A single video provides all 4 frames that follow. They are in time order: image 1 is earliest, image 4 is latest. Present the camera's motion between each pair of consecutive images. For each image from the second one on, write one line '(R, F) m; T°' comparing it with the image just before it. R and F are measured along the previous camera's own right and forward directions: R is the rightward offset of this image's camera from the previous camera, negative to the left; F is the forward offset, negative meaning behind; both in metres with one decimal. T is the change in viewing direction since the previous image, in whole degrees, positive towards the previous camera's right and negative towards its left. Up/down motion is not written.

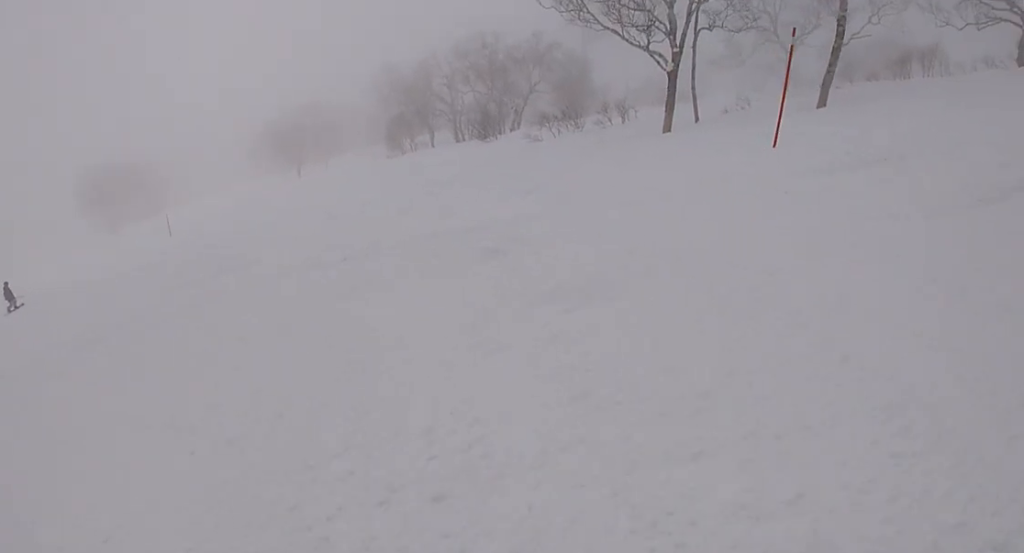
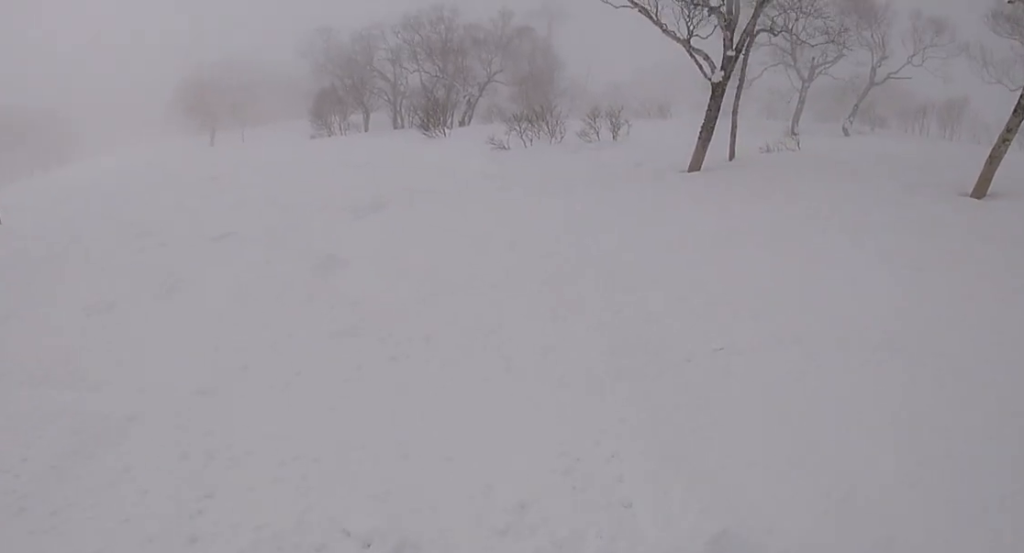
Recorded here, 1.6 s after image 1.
(+2.5, +8.9) m; +3°
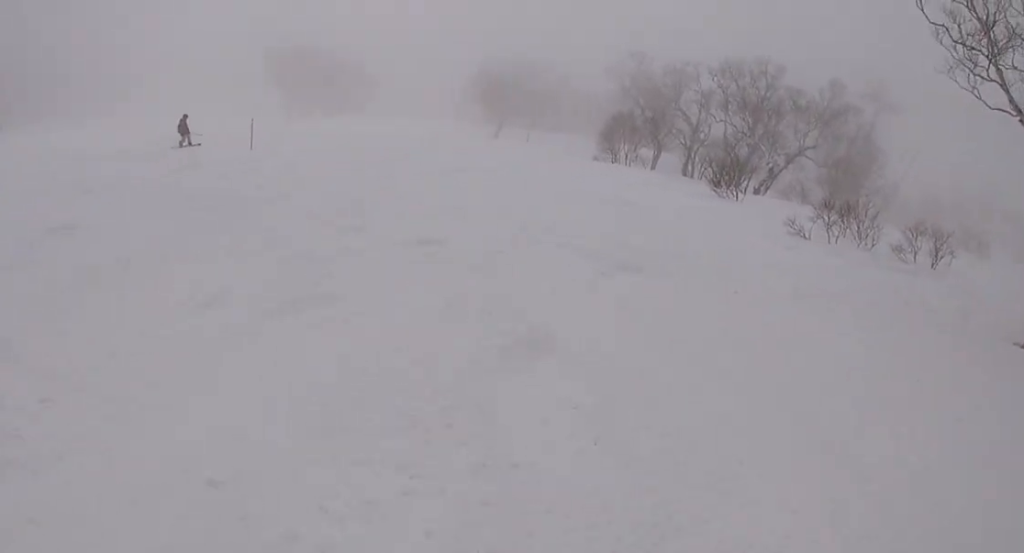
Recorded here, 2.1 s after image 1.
(-0.2, +2.8) m; -15°
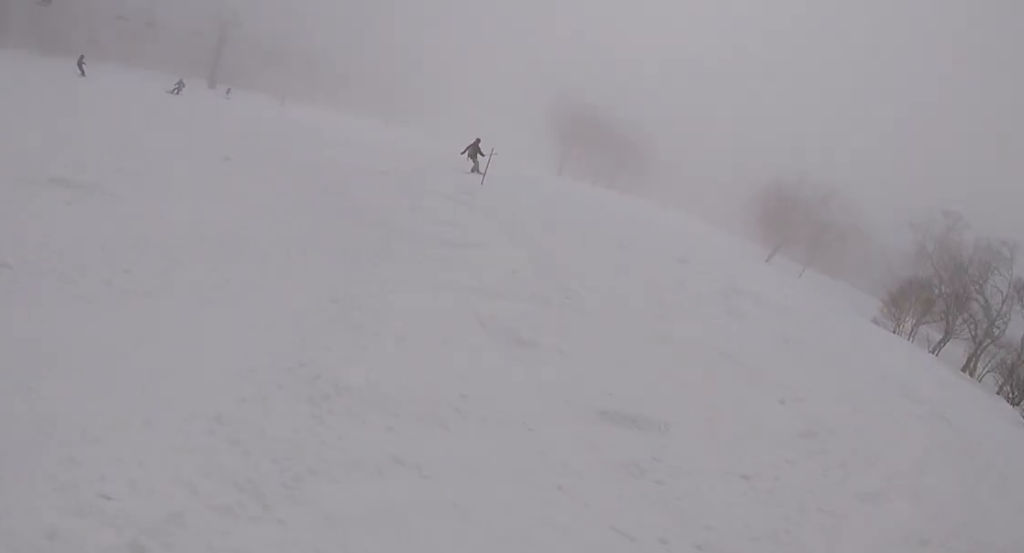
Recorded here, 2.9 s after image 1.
(-0.6, +4.2) m; -33°
